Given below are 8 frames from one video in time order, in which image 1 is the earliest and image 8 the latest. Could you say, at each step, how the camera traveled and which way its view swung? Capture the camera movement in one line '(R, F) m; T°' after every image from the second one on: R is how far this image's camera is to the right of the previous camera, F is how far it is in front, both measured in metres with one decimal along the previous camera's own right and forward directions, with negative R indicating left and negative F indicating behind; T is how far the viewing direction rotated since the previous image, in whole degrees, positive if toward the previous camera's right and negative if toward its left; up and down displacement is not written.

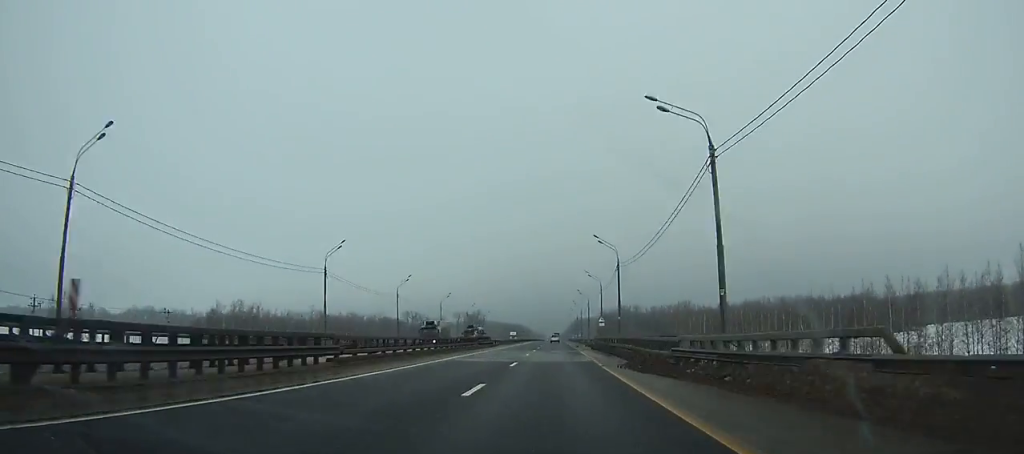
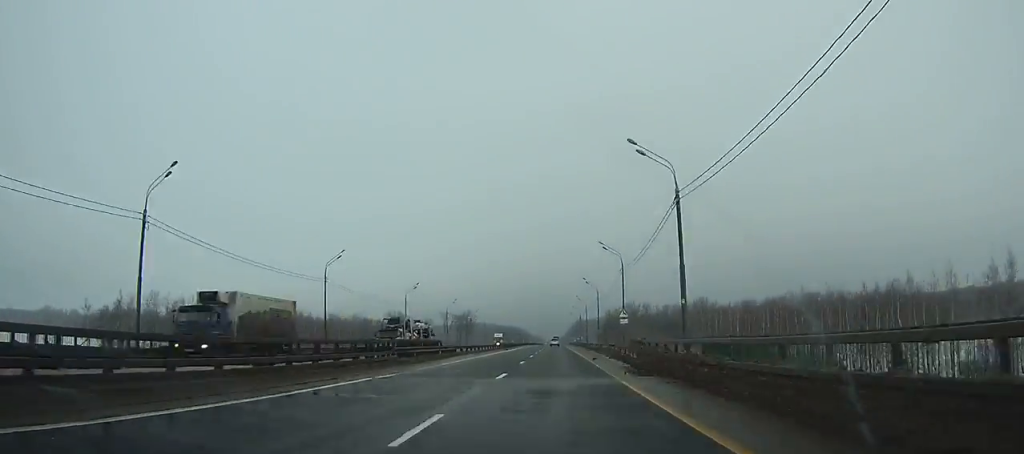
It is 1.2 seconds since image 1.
(-0.1, +29.9) m; 0°
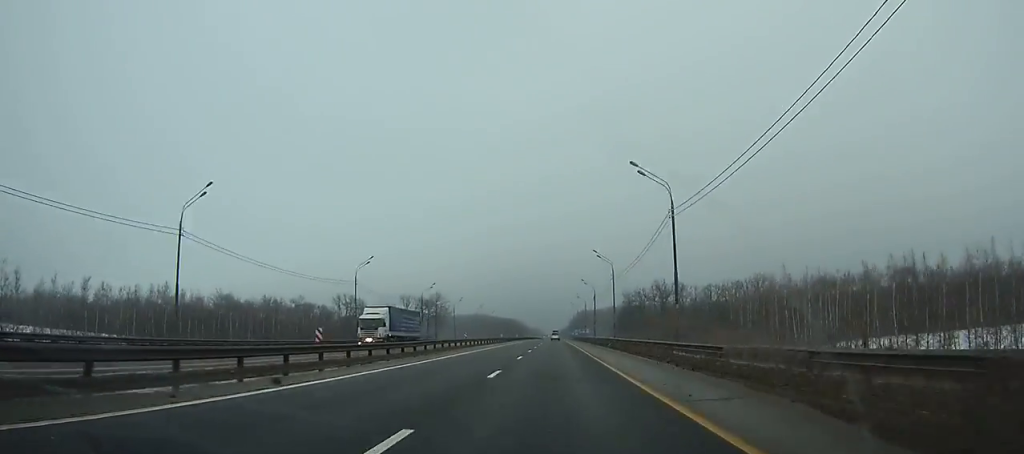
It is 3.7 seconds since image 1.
(+0.1, +63.6) m; 0°
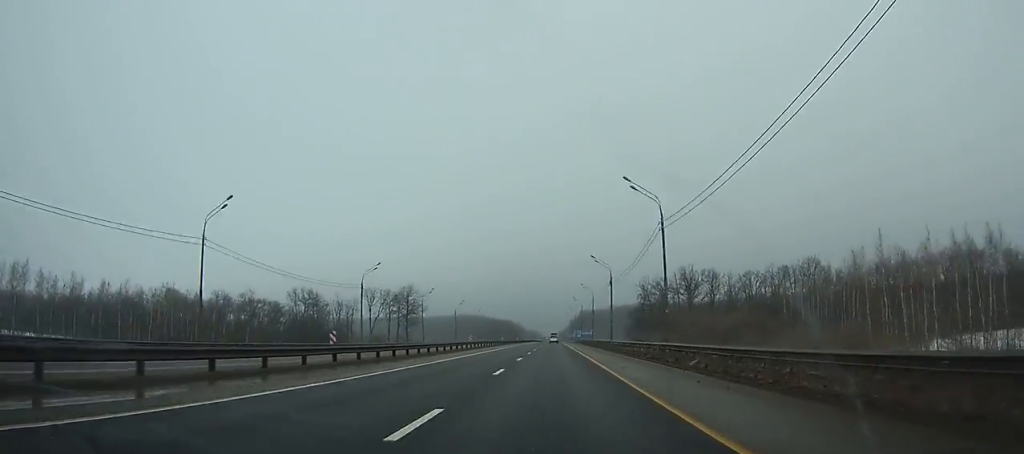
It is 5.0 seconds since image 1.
(+0.1, +33.4) m; 0°
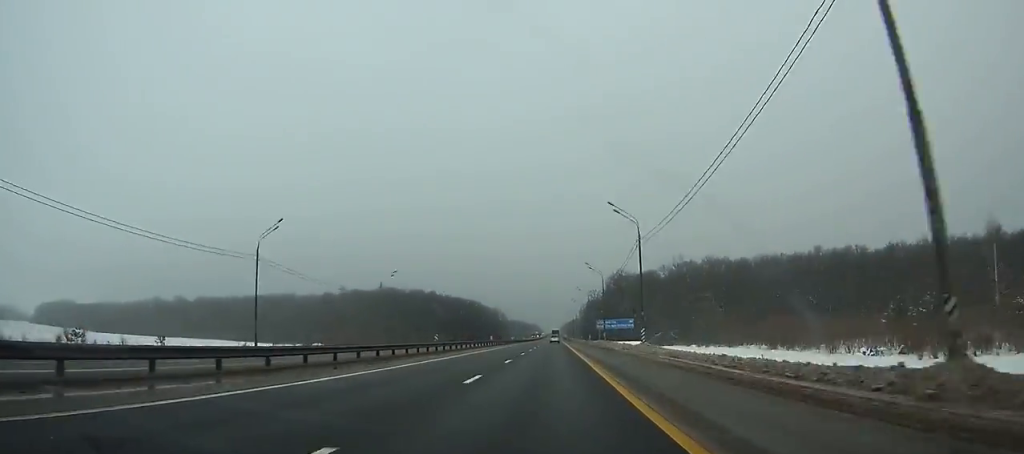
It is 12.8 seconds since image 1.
(-1.0, +211.2) m; 0°
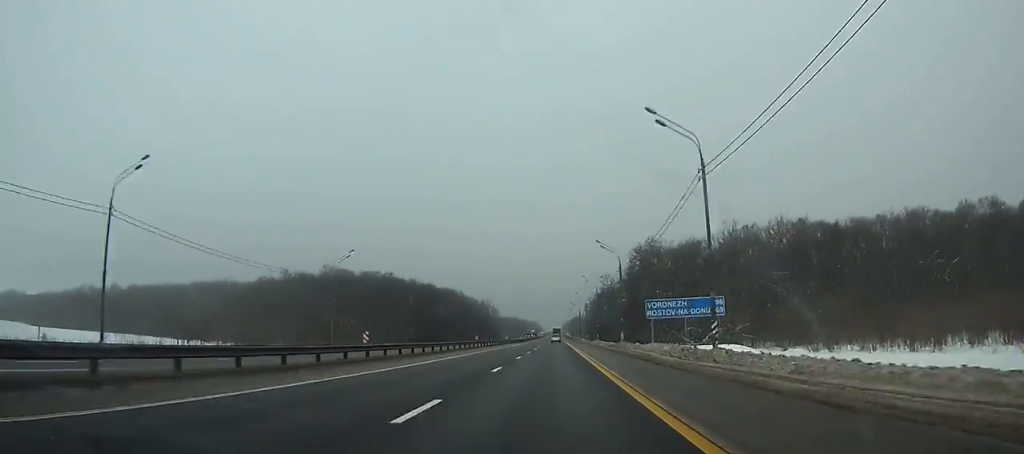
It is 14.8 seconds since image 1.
(+0.1, +56.2) m; 0°
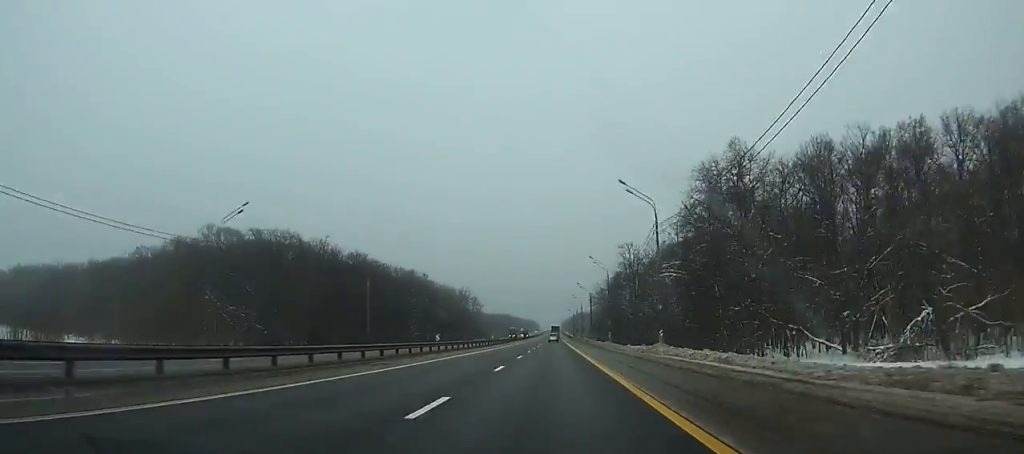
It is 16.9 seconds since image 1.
(+0.1, +59.6) m; 0°
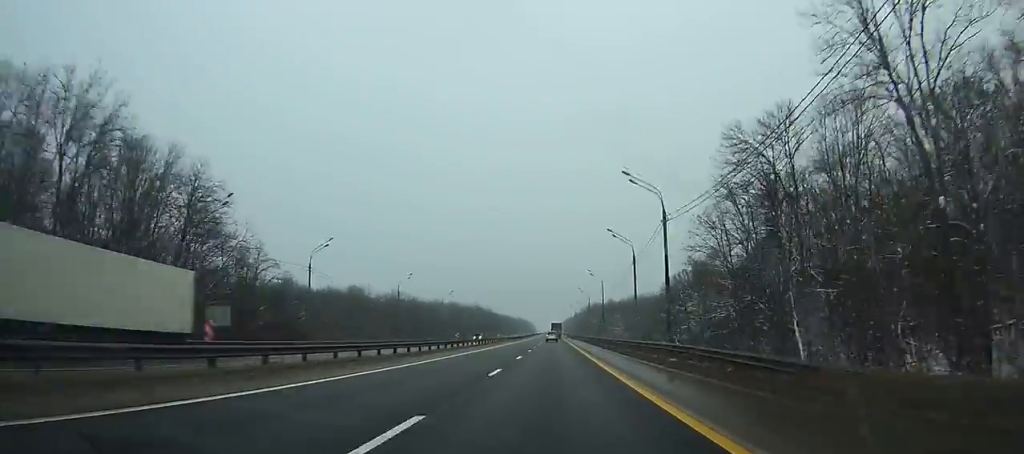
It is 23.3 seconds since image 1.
(+0.2, +184.4) m; 0°
